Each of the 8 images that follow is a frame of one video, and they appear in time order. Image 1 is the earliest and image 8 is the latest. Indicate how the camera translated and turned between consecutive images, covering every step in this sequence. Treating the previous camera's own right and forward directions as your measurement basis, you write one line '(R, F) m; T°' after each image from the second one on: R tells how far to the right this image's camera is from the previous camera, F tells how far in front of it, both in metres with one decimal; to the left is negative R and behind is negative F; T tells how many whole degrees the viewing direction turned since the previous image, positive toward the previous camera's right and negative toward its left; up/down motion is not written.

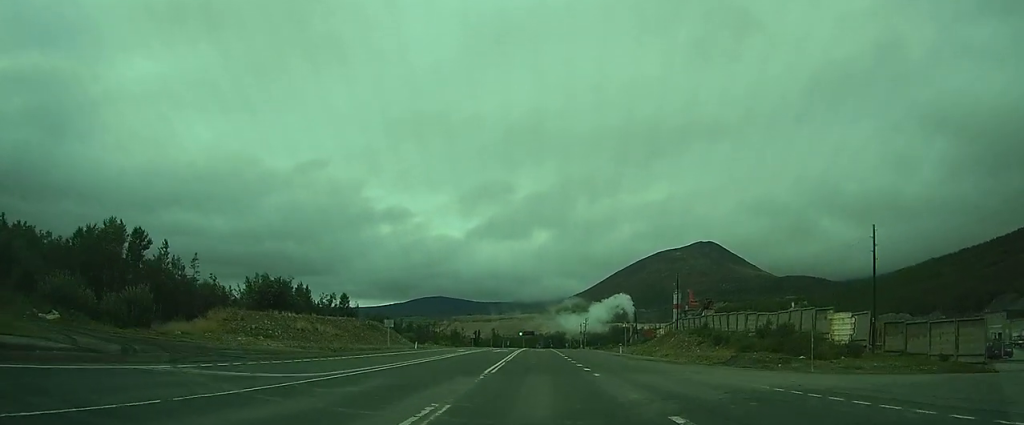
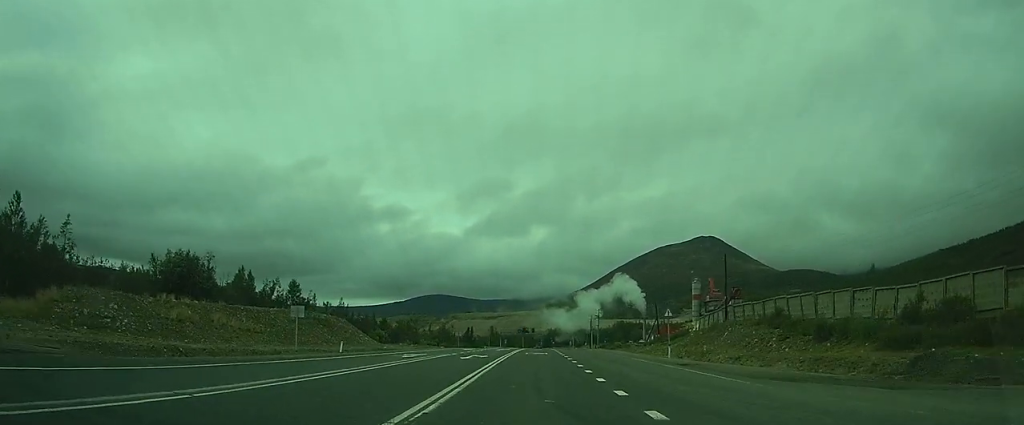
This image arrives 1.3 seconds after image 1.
(+0.2, +20.9) m; +1°
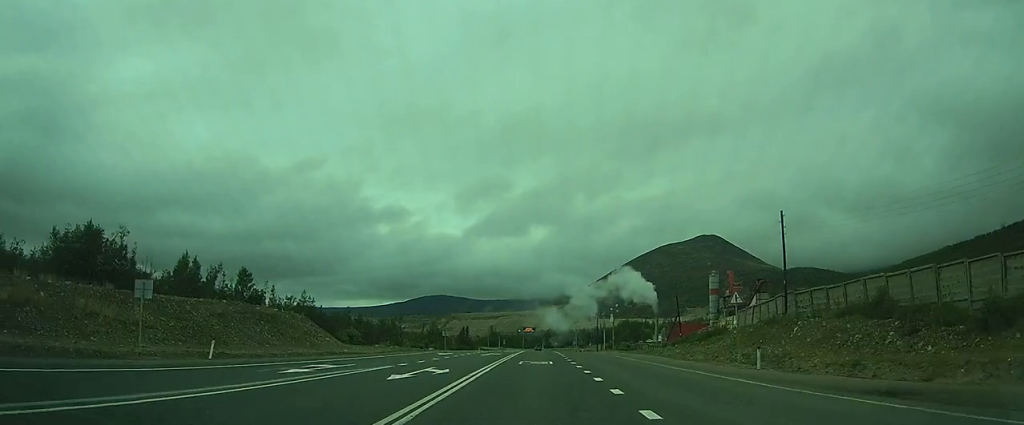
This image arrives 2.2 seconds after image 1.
(0.0, +14.2) m; 0°
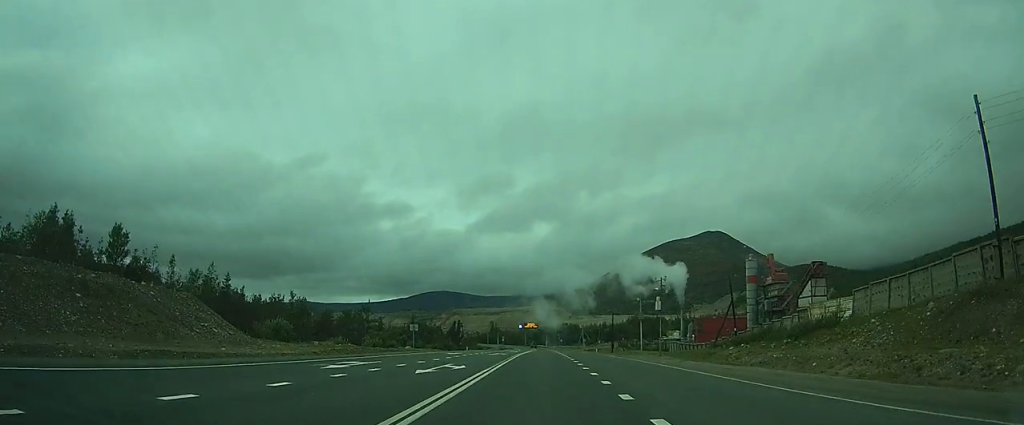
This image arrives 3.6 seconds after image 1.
(+0.1, +22.4) m; +1°
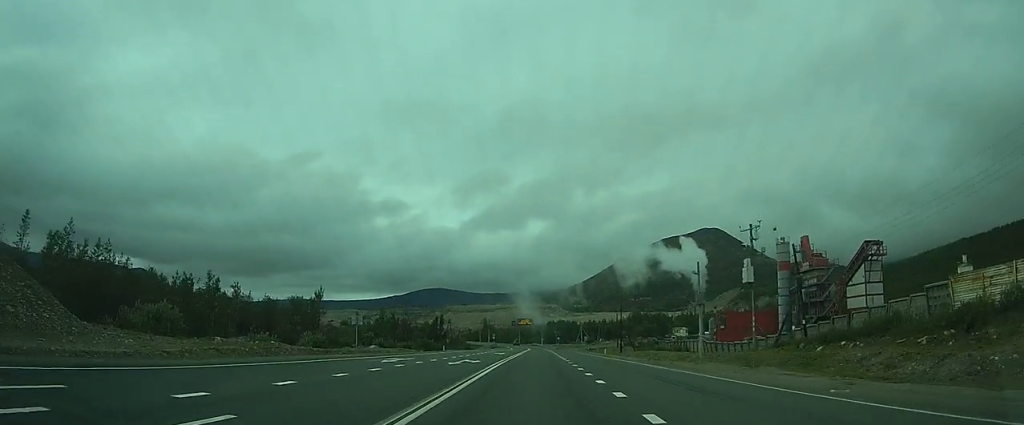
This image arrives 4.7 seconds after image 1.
(+0.3, +17.5) m; +1°
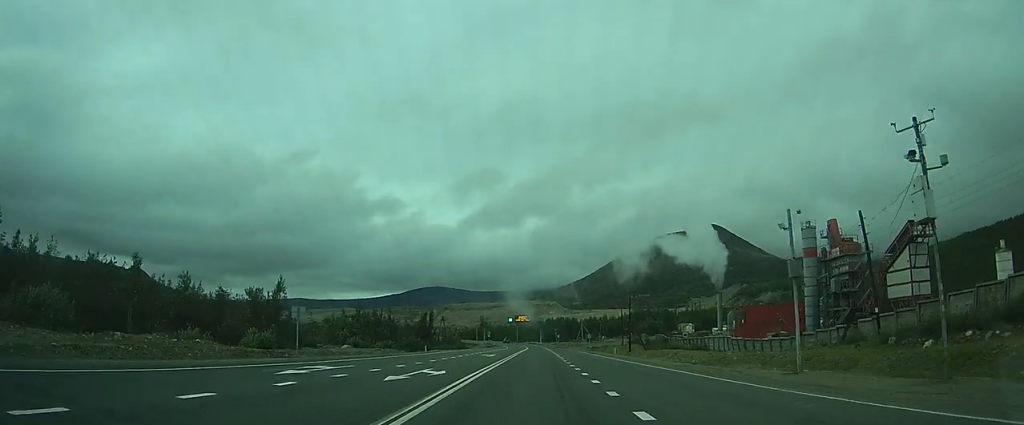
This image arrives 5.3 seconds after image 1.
(0.0, +10.6) m; 0°
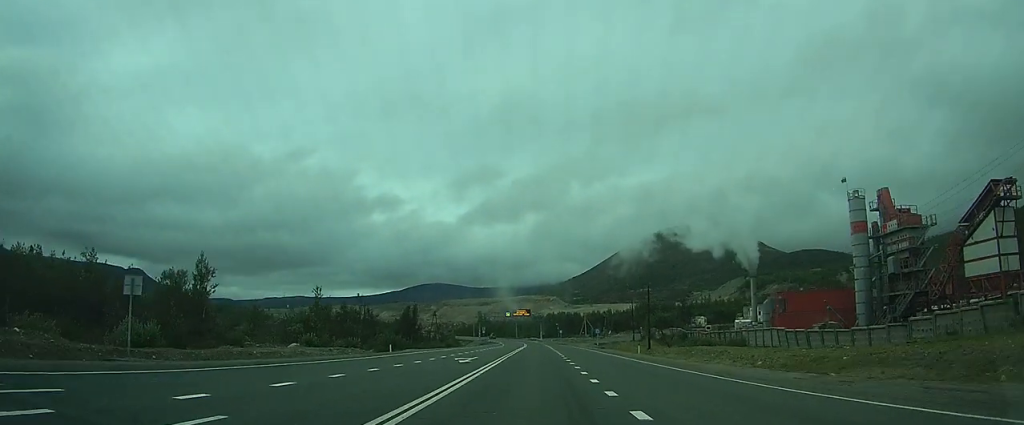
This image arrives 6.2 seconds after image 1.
(-0.1, +14.6) m; 0°
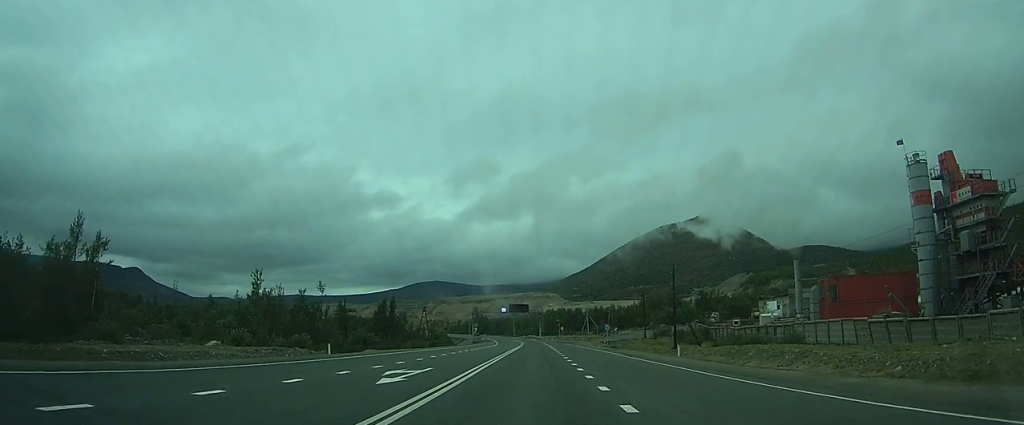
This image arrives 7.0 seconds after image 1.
(-0.1, +13.7) m; 0°
